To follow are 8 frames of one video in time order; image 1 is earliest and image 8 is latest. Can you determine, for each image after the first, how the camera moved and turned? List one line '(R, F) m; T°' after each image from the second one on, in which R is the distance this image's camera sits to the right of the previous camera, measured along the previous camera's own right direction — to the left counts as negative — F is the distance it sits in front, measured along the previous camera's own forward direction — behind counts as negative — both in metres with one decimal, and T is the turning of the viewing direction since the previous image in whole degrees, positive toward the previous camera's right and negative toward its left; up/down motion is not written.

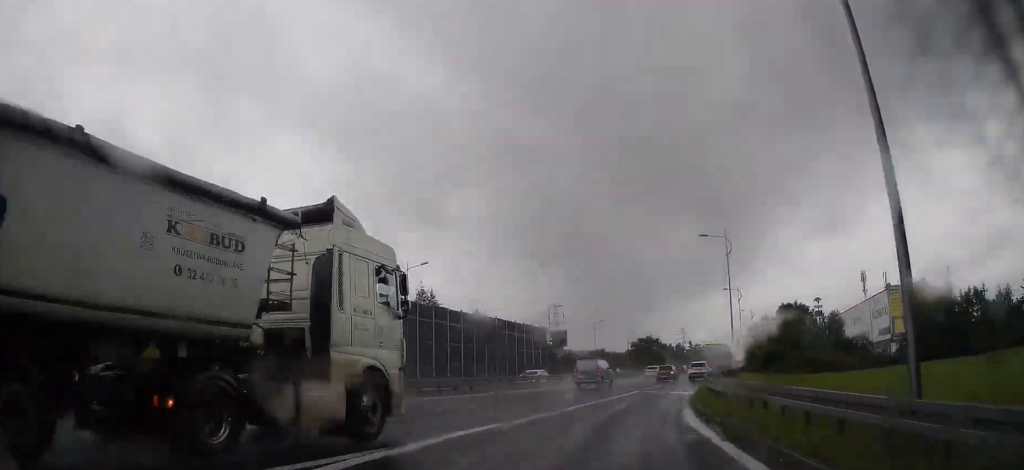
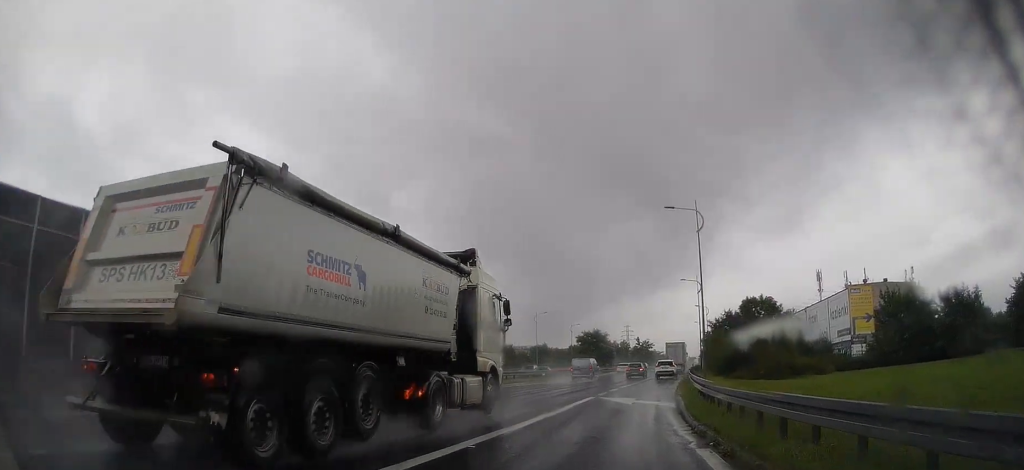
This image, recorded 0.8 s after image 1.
(+0.1, +10.9) m; +3°
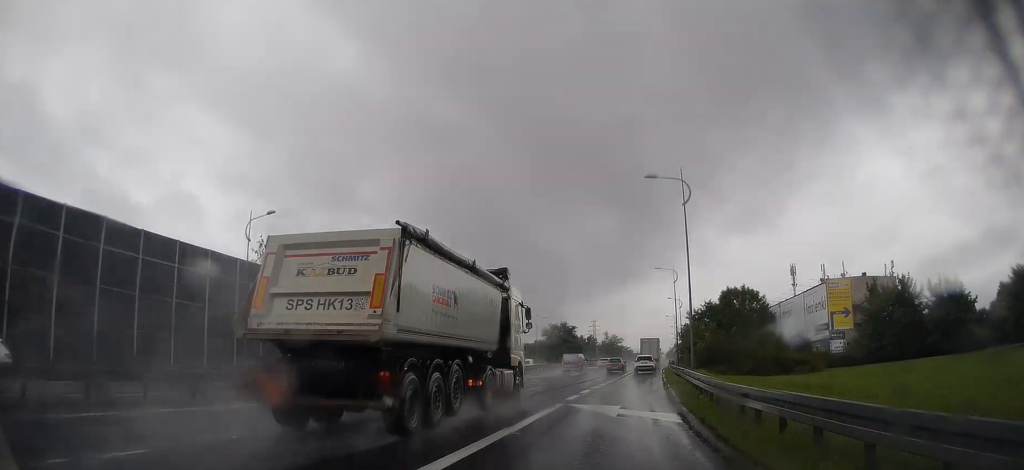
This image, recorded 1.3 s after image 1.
(+0.3, +7.6) m; +3°
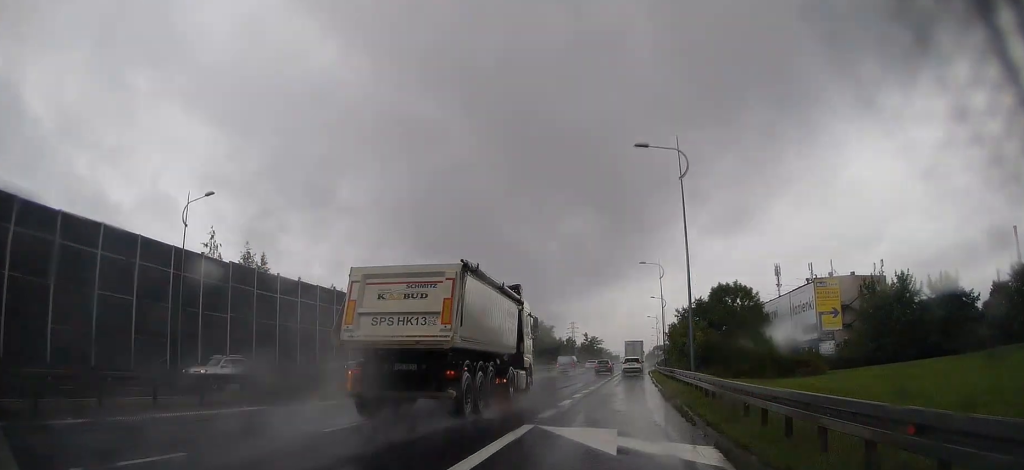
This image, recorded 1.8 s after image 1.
(0.0, +6.7) m; +2°
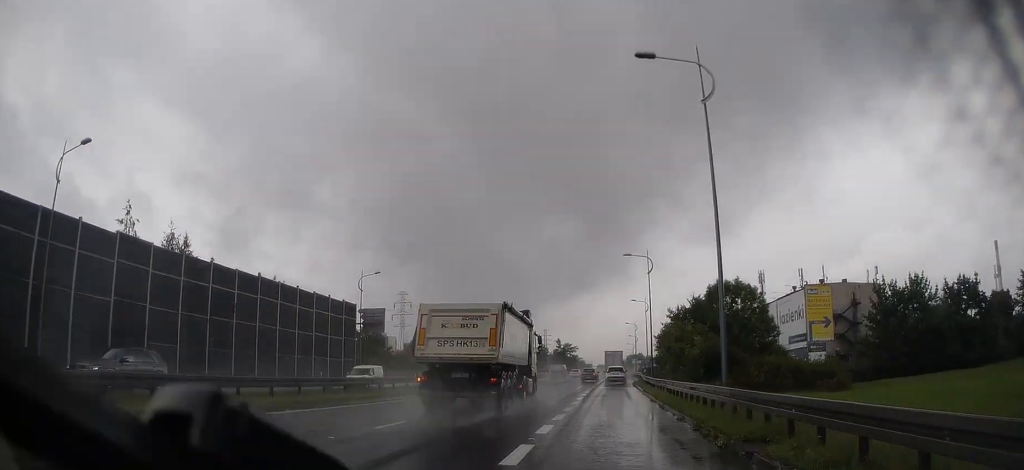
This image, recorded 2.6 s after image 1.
(+0.5, +12.2) m; +1°
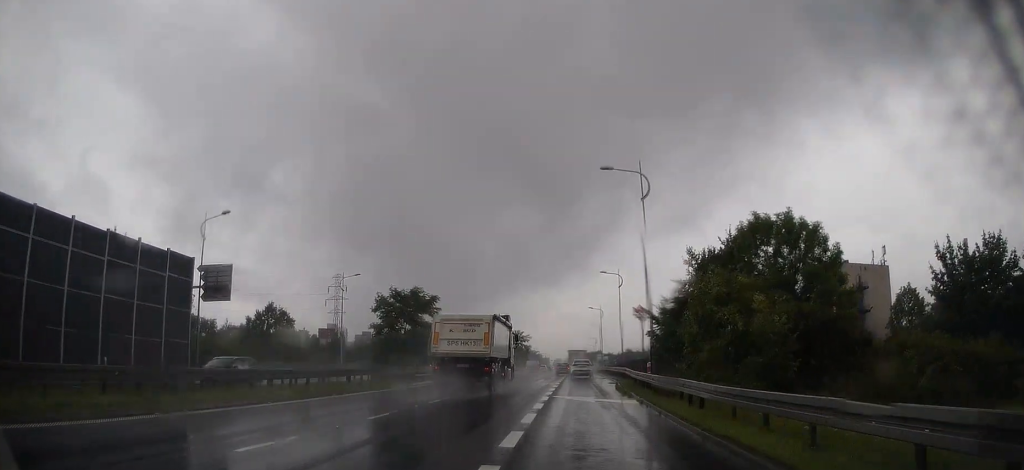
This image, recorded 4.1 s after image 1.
(-0.3, +26.9) m; -2°
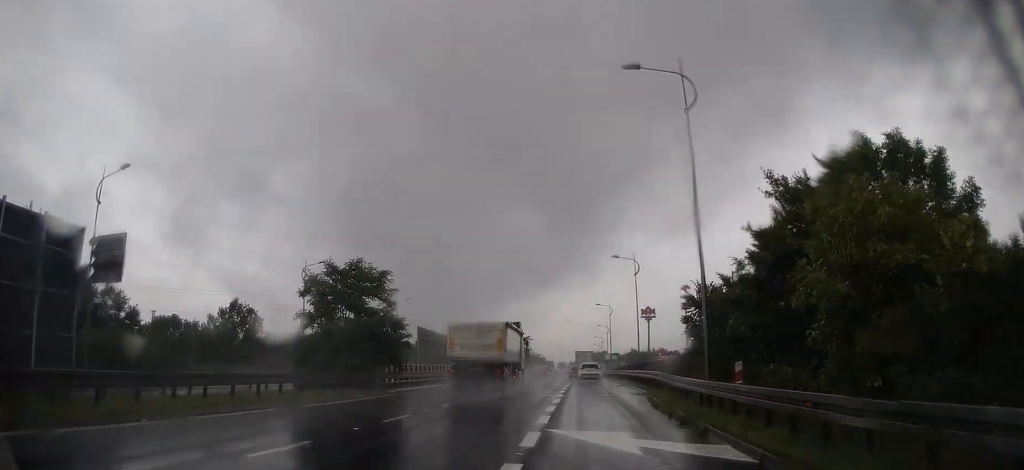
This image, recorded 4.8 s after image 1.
(-0.1, +13.2) m; -1°
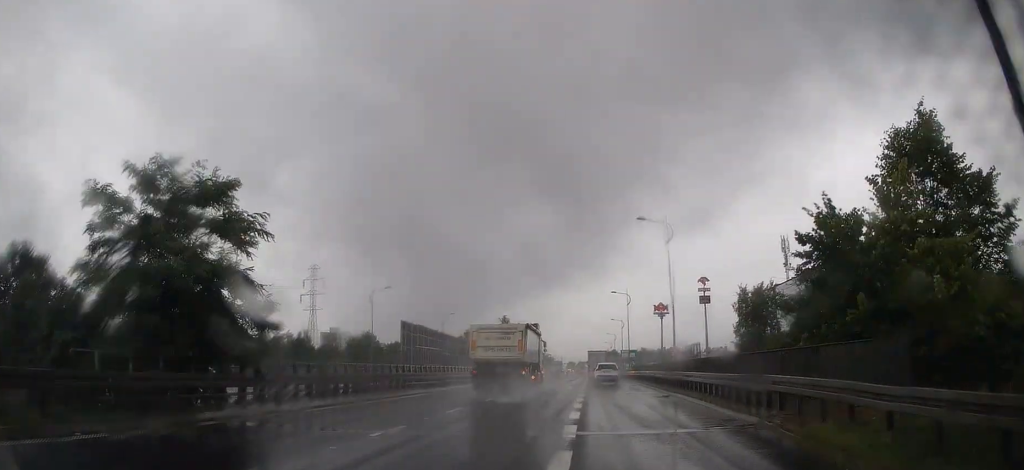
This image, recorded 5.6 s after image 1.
(-0.2, +15.9) m; -1°
